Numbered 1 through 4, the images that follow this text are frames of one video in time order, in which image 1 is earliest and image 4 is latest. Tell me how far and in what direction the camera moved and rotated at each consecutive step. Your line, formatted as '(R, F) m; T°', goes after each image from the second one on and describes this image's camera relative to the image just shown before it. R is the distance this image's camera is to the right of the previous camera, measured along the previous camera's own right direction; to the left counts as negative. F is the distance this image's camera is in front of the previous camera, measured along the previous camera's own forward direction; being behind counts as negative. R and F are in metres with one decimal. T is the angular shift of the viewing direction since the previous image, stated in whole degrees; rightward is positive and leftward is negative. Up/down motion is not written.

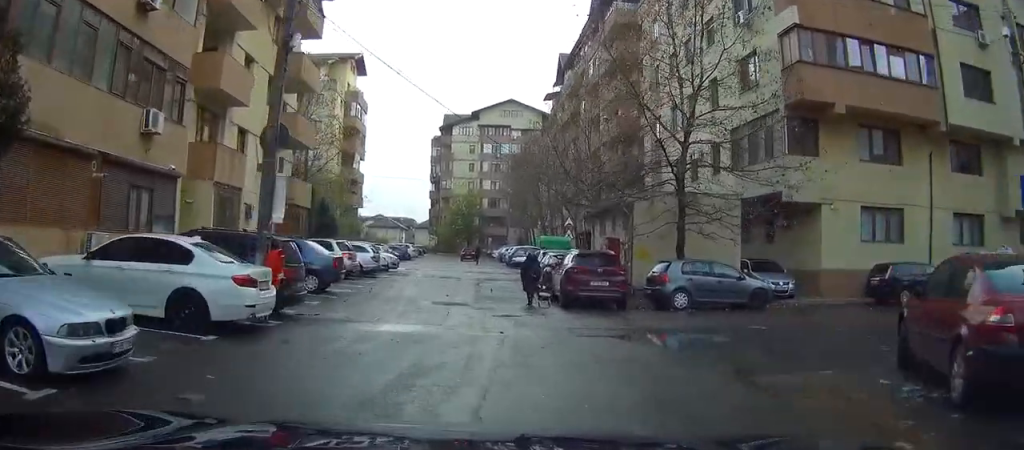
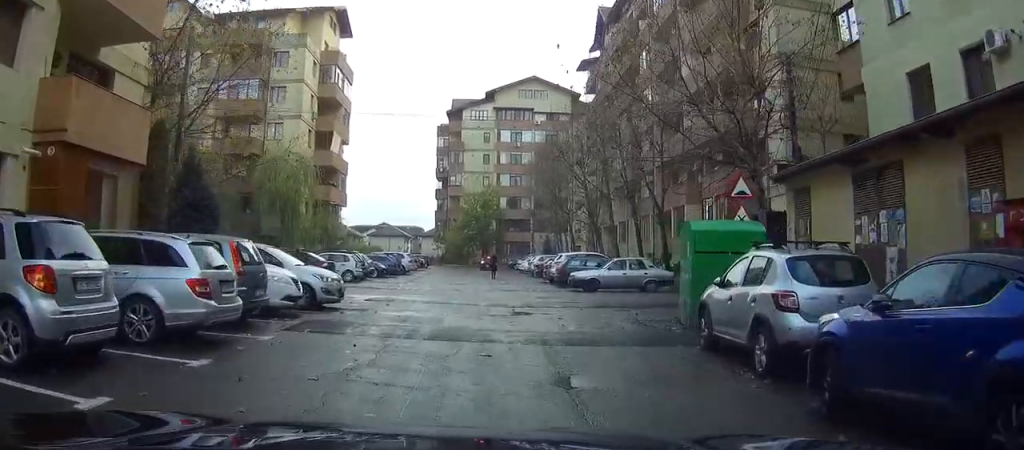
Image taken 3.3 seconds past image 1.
(-2.6, +23.9) m; -9°
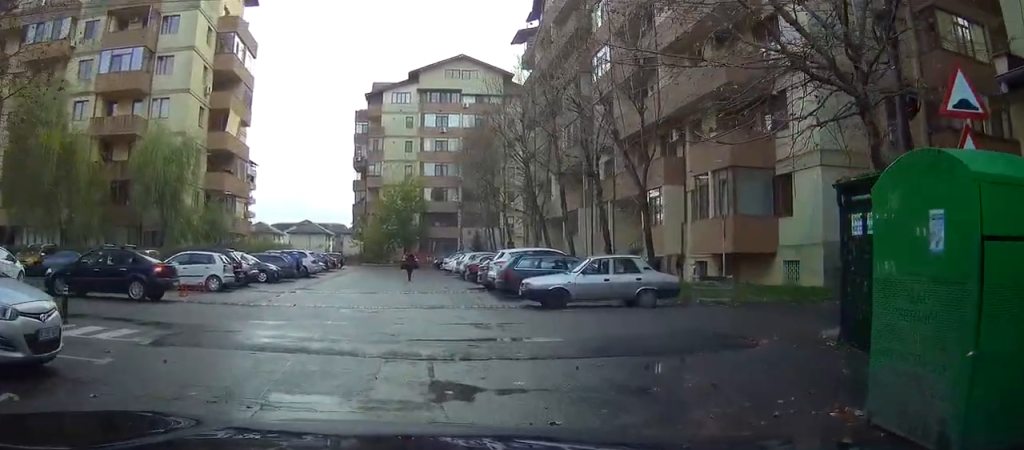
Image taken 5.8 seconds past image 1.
(+0.6, +12.4) m; +15°
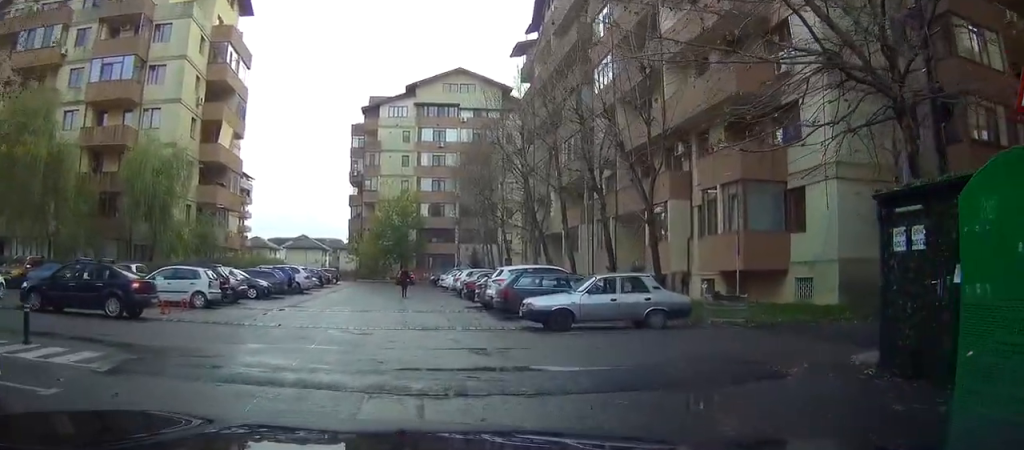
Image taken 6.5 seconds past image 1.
(+0.1, +1.8) m; +8°
